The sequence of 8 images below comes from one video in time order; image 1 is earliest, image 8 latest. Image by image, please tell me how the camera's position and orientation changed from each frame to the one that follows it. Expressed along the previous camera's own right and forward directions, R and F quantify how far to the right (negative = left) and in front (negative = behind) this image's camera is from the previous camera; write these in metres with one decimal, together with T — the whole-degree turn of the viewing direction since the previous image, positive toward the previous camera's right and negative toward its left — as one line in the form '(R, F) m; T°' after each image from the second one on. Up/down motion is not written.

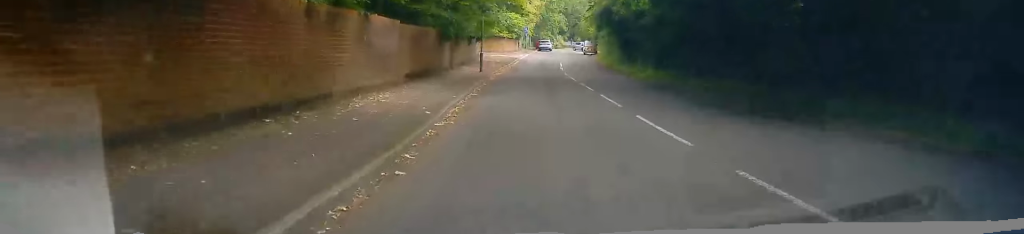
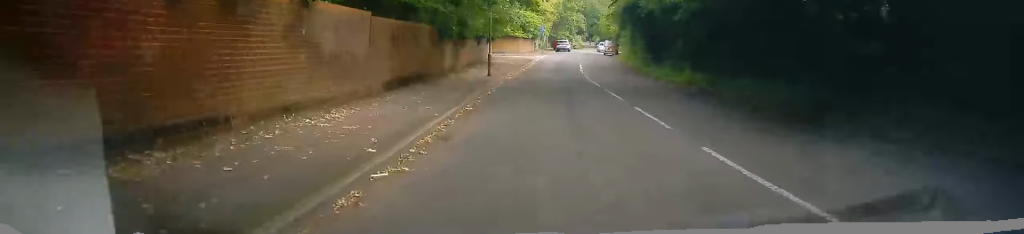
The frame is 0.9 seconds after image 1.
(+0.3, +4.2) m; +2°
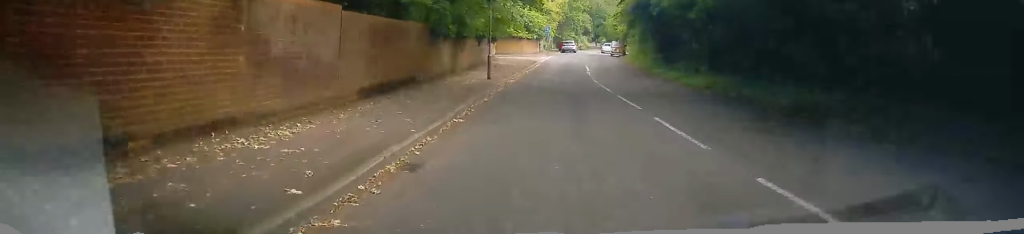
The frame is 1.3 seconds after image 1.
(0.0, +2.1) m; 0°
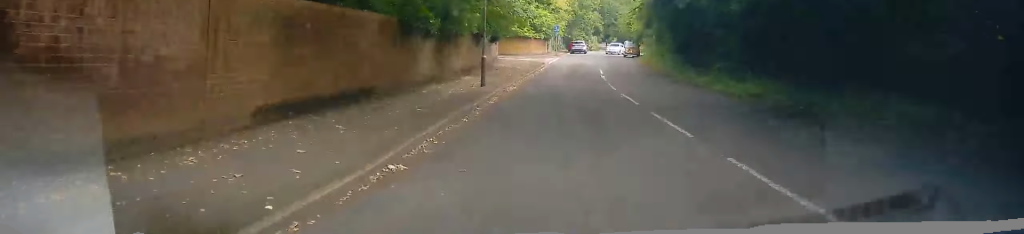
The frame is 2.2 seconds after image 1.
(-0.1, +4.6) m; 0°
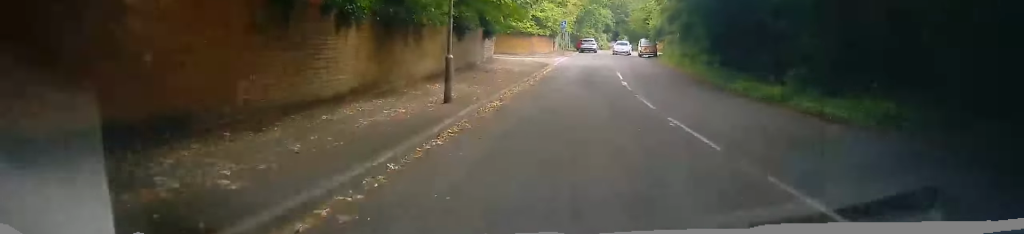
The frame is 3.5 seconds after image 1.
(+0.1, +7.4) m; -1°
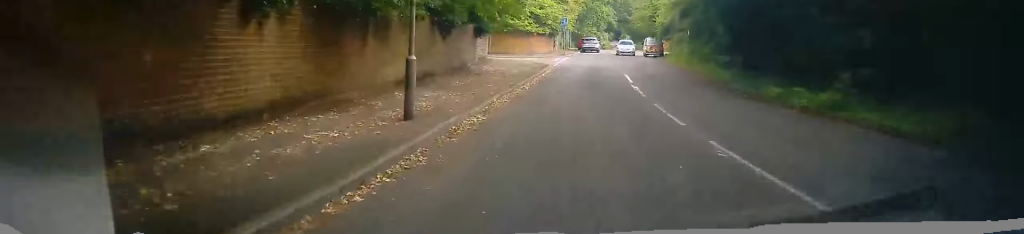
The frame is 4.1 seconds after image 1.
(0.0, +3.4) m; -1°
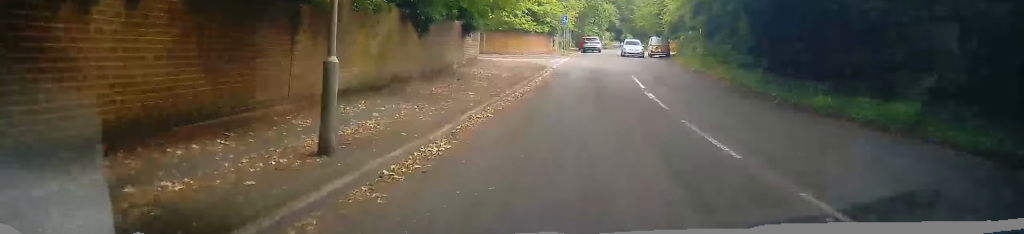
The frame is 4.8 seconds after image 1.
(0.0, +3.2) m; +3°
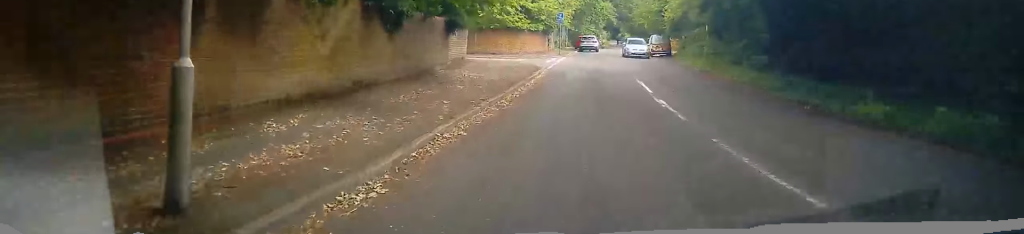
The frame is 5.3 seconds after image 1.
(0.0, +2.5) m; +1°
